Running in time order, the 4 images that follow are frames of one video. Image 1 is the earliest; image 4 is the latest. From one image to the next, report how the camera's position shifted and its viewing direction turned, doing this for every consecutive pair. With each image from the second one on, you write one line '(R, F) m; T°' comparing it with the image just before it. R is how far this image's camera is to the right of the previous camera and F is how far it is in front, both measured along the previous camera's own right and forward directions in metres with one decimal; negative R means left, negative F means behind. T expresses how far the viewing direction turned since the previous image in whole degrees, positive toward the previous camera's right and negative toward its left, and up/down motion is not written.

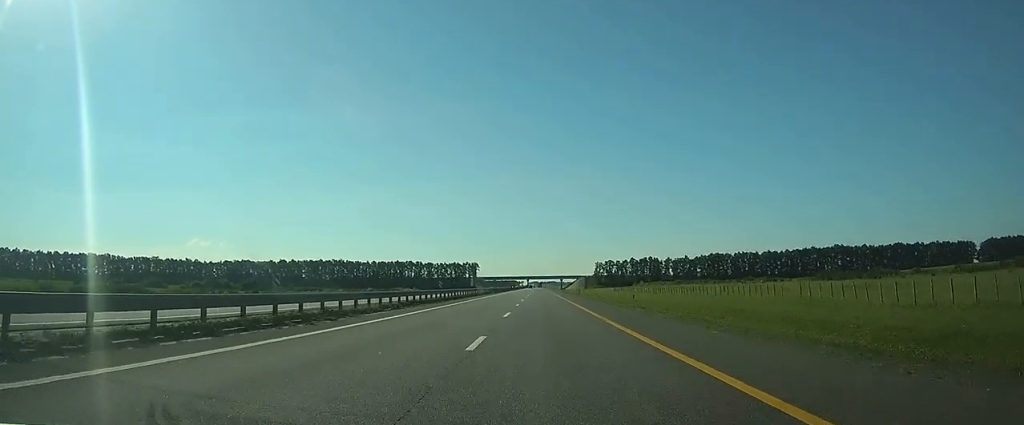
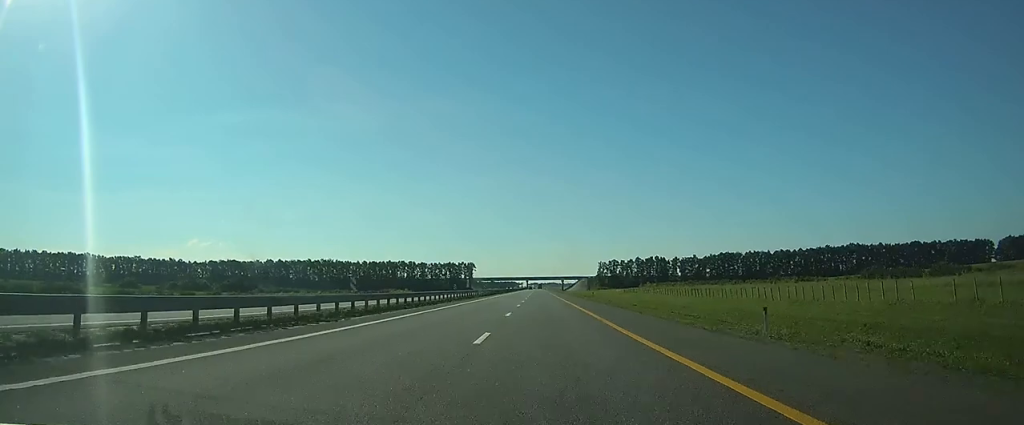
(0.0, +22.2) m; 0°
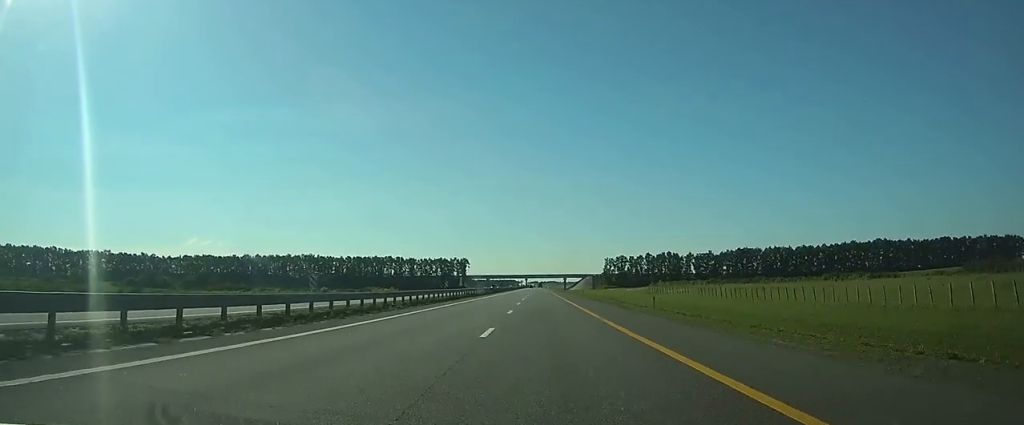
(0.0, +34.4) m; 0°
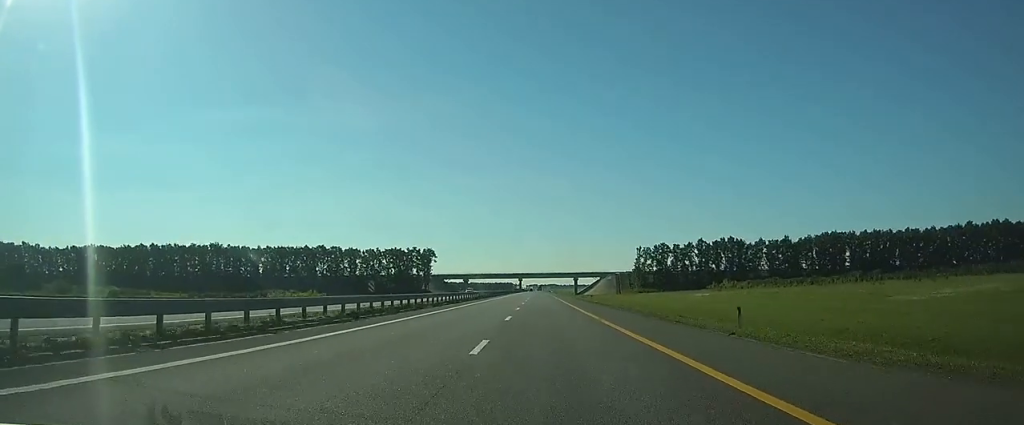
(0.0, +110.0) m; 0°
